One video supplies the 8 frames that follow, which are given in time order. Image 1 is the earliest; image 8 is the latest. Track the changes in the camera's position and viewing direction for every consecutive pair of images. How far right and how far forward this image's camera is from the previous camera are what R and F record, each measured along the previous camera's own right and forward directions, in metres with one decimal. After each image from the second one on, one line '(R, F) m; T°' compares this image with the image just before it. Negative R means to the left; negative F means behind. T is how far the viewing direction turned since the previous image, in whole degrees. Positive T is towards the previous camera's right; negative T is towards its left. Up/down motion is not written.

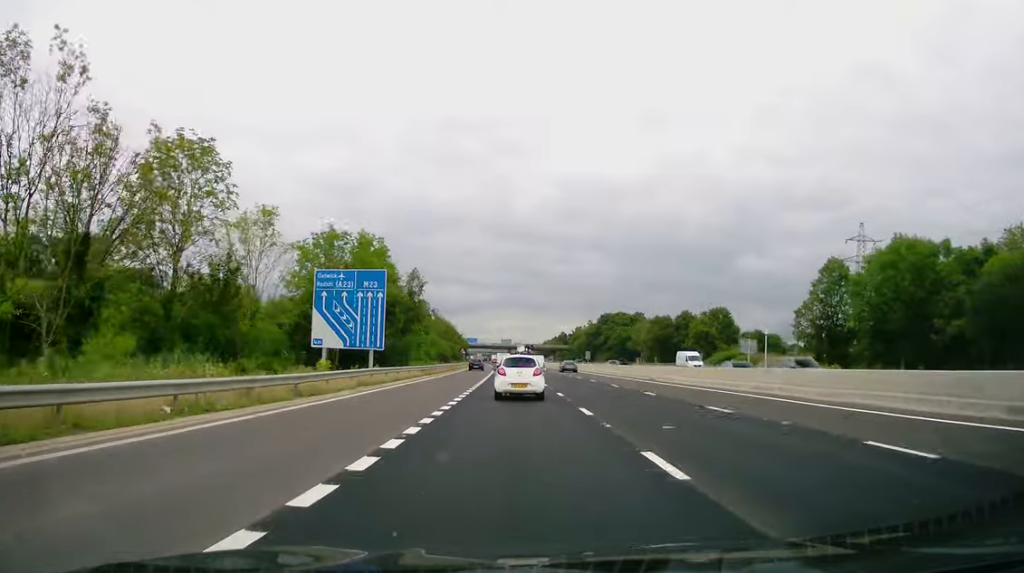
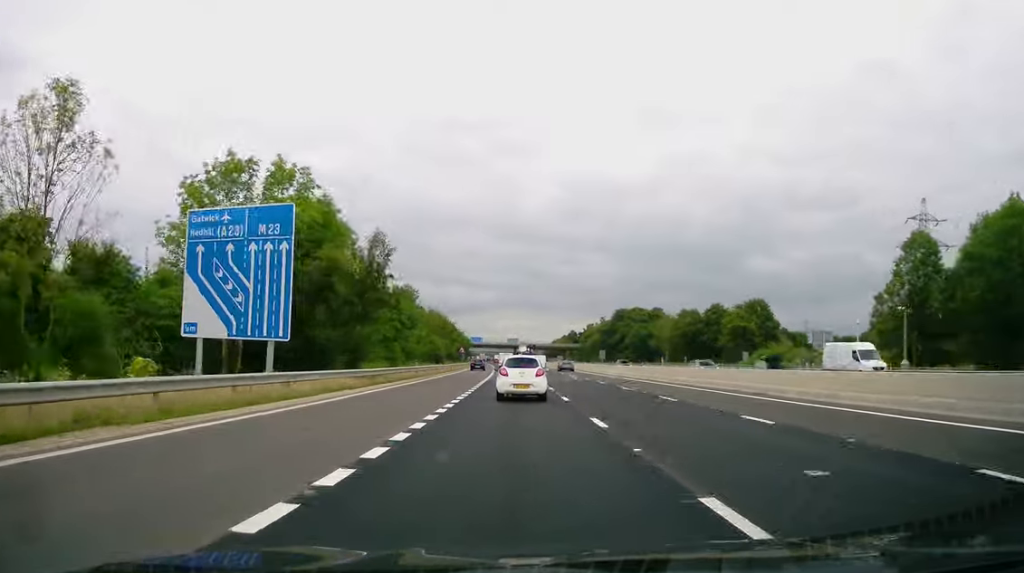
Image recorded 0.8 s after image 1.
(-0.2, +20.7) m; -1°
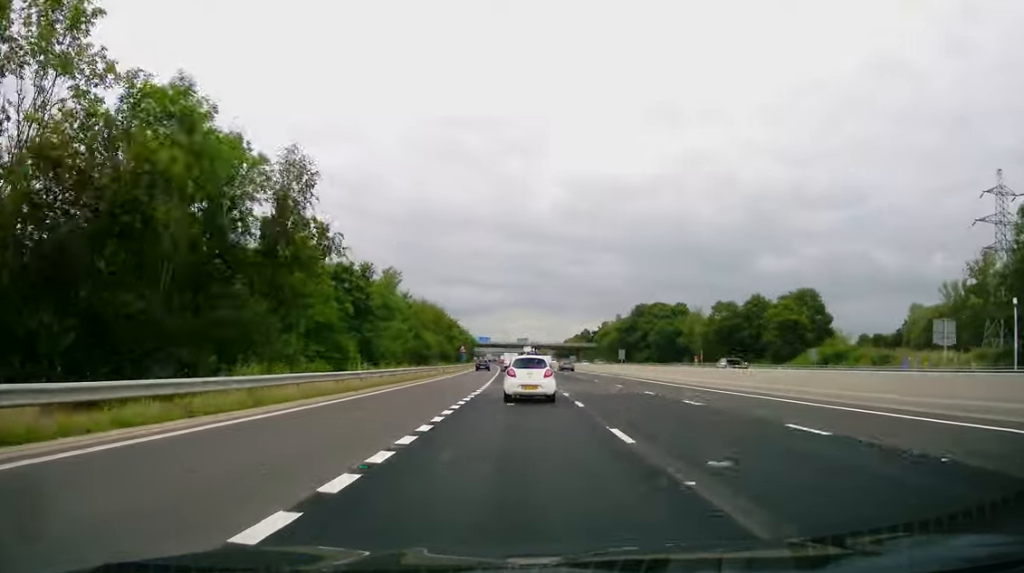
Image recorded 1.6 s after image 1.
(-0.1, +20.0) m; -1°
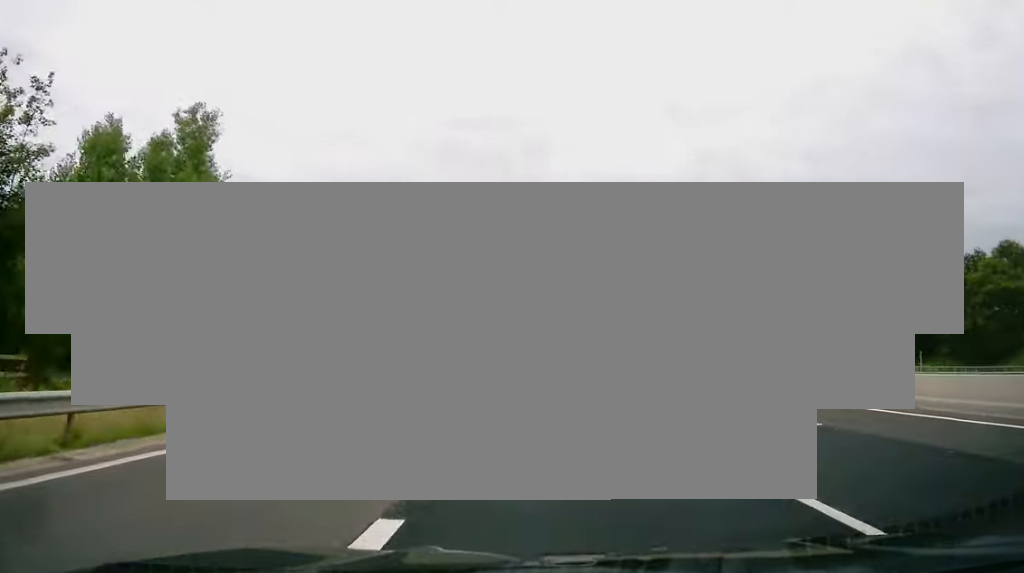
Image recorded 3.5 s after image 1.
(-0.9, +47.9) m; -2°
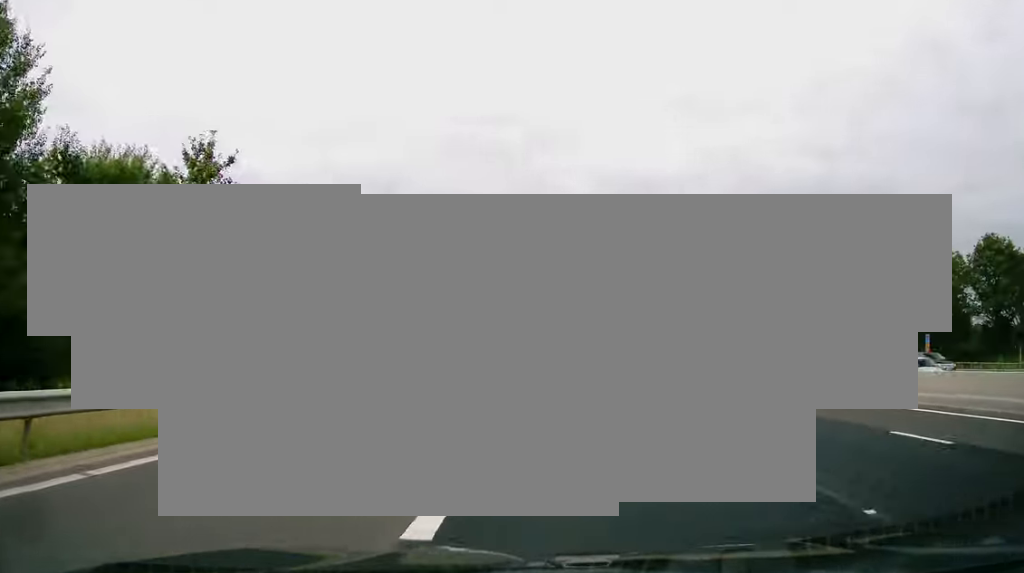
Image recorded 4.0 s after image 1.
(+0.1, +12.8) m; 0°
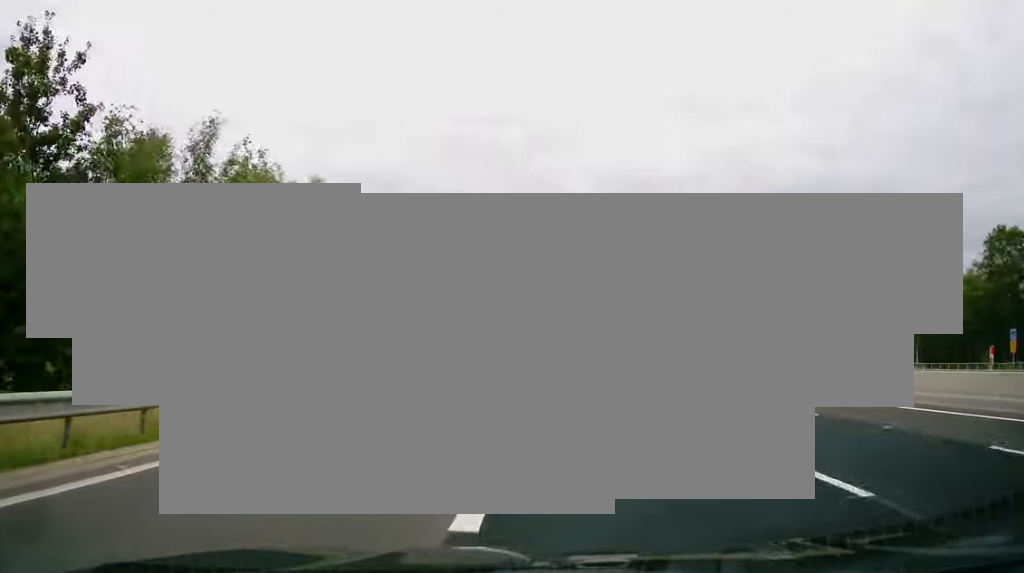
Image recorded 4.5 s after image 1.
(0.0, +11.2) m; 0°
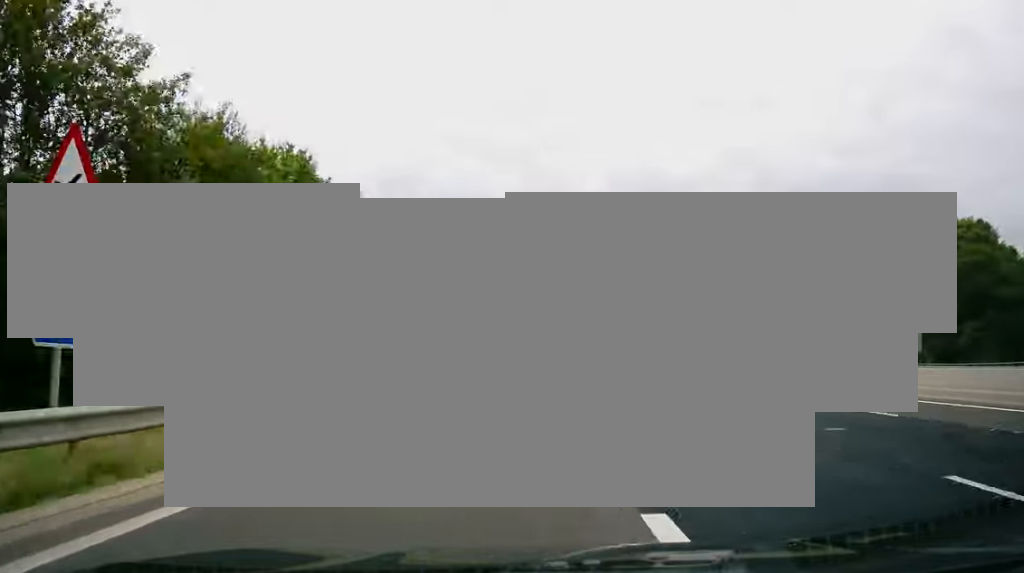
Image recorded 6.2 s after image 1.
(-0.9, +45.1) m; -2°
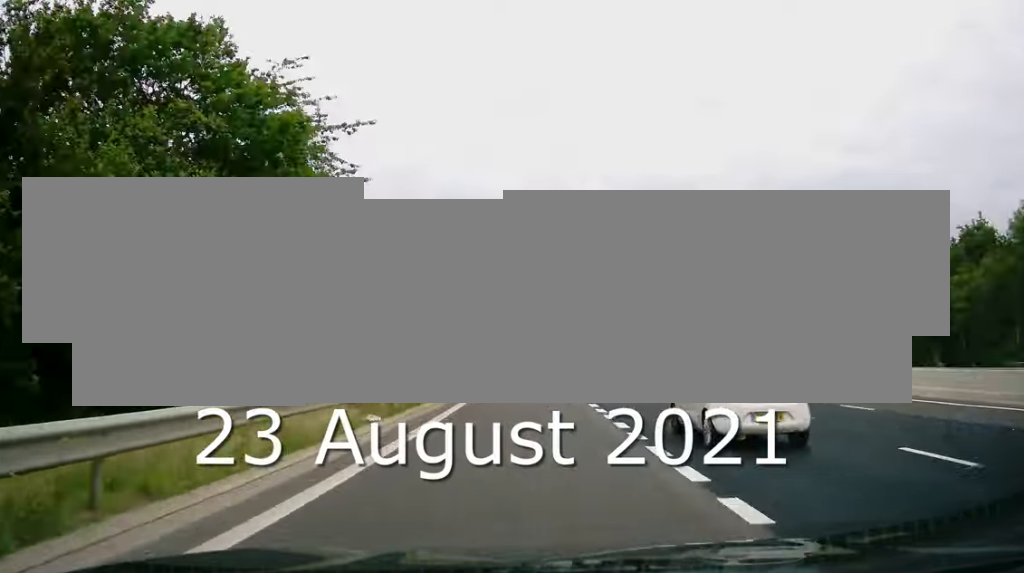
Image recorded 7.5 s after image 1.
(+0.1, +33.0) m; +1°
